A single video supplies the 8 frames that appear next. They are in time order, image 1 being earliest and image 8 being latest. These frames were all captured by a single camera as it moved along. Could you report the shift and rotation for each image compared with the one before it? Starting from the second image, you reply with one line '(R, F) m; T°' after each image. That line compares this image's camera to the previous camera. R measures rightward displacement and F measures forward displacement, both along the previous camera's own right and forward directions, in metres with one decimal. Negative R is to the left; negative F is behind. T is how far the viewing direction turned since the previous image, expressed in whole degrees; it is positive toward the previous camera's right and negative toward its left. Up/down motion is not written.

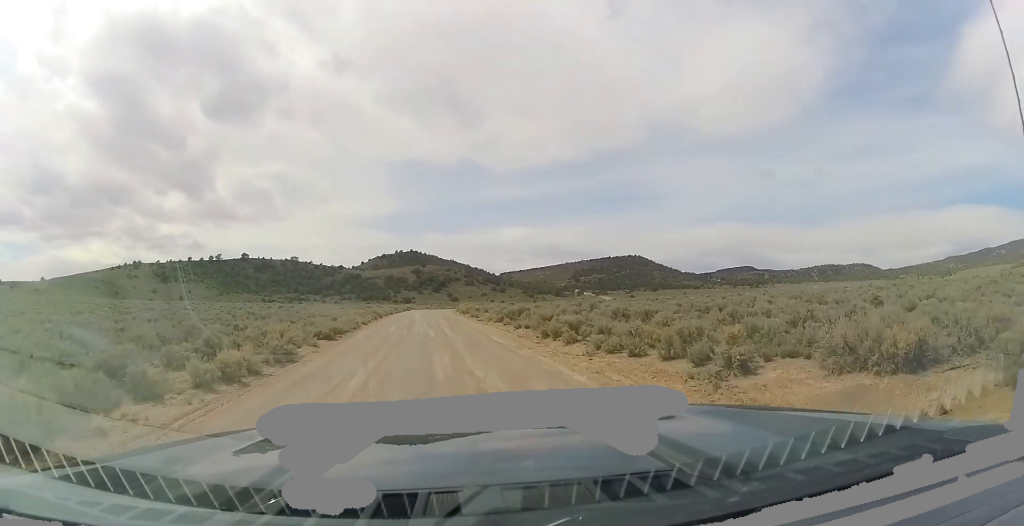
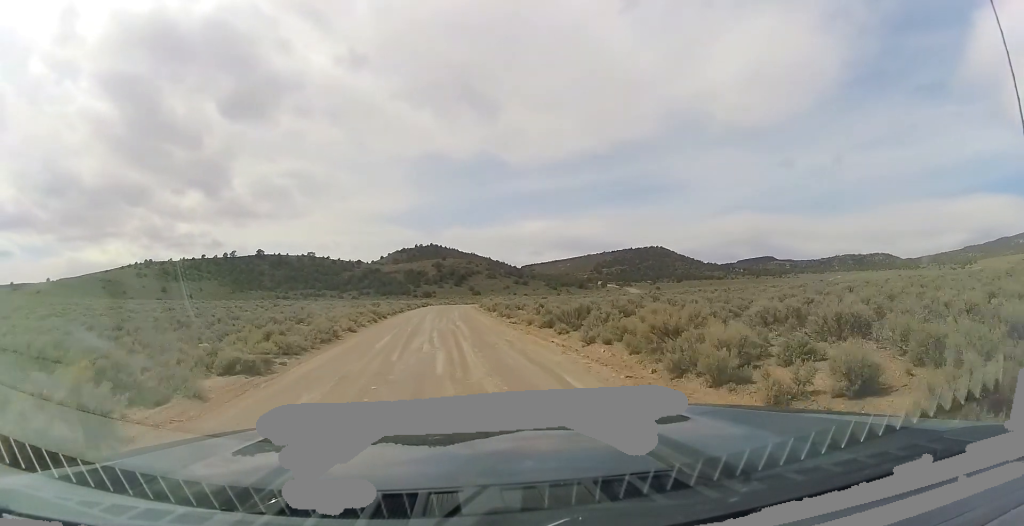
(-0.4, +11.3) m; -4°
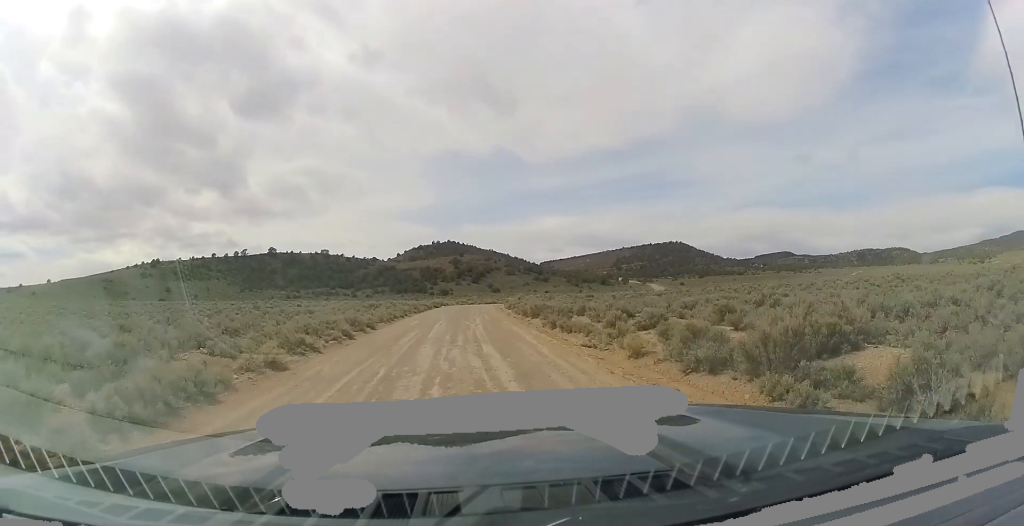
(-0.3, +13.7) m; -2°
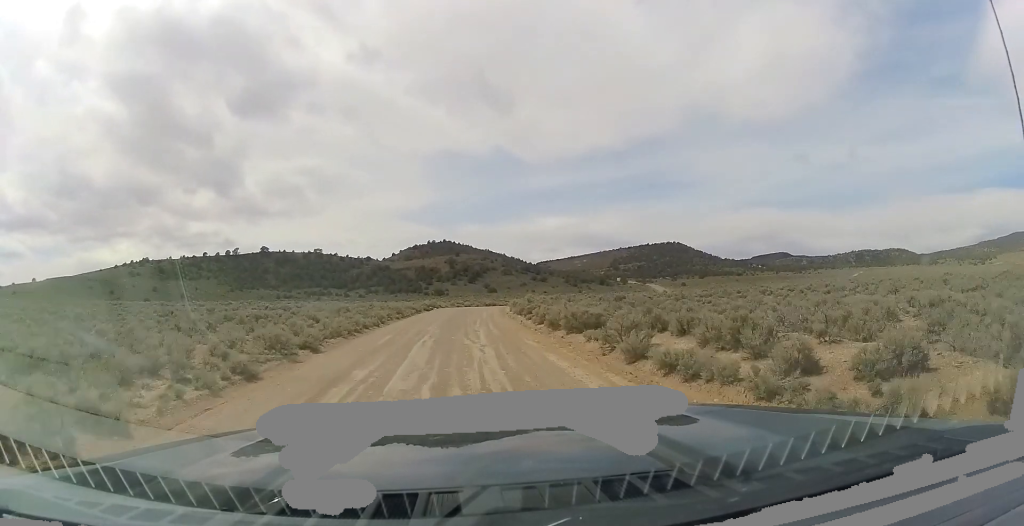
(-0.2, +11.2) m; -1°
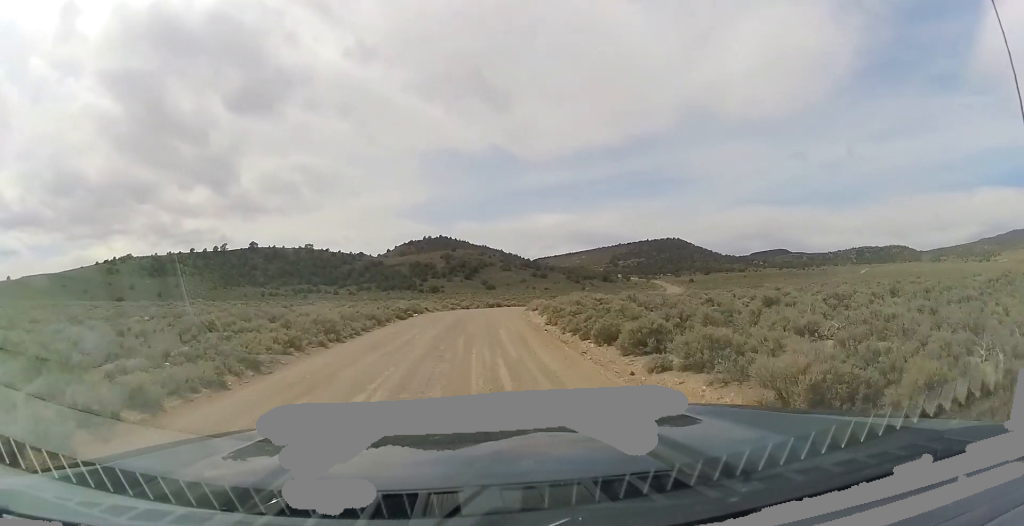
(+0.6, +21.4) m; +4°
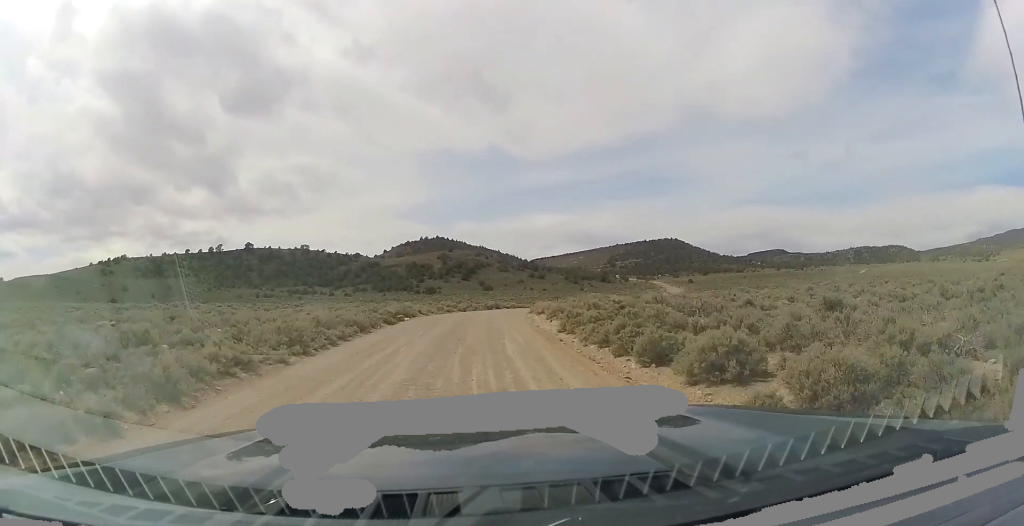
(+0.1, +4.1) m; +1°
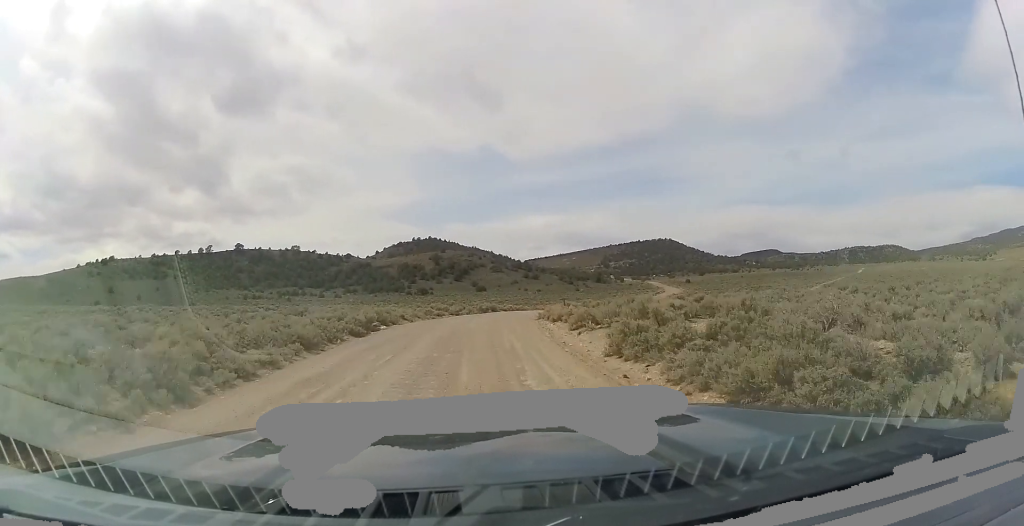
(+0.1, +7.7) m; 0°
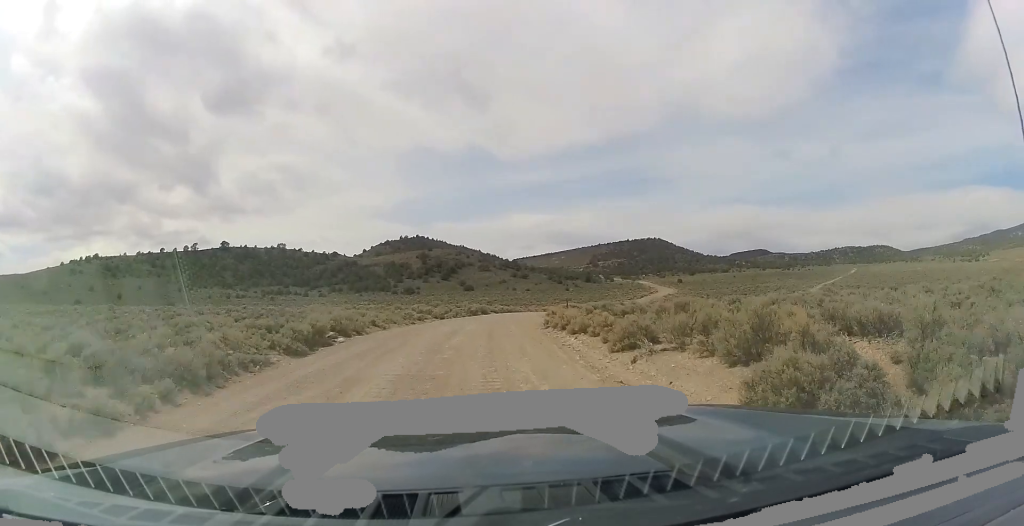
(+0.1, +7.3) m; -1°
